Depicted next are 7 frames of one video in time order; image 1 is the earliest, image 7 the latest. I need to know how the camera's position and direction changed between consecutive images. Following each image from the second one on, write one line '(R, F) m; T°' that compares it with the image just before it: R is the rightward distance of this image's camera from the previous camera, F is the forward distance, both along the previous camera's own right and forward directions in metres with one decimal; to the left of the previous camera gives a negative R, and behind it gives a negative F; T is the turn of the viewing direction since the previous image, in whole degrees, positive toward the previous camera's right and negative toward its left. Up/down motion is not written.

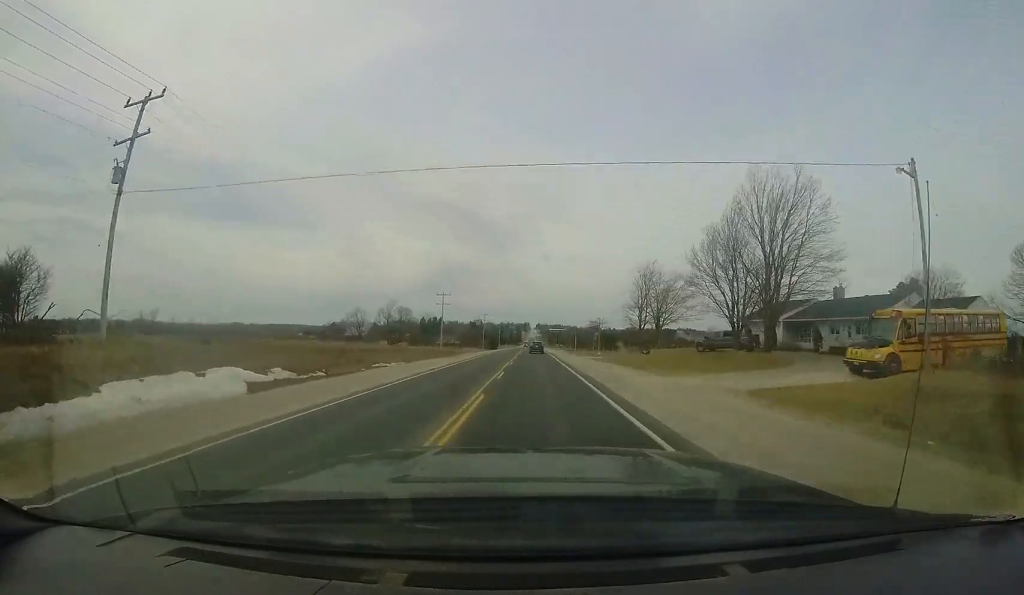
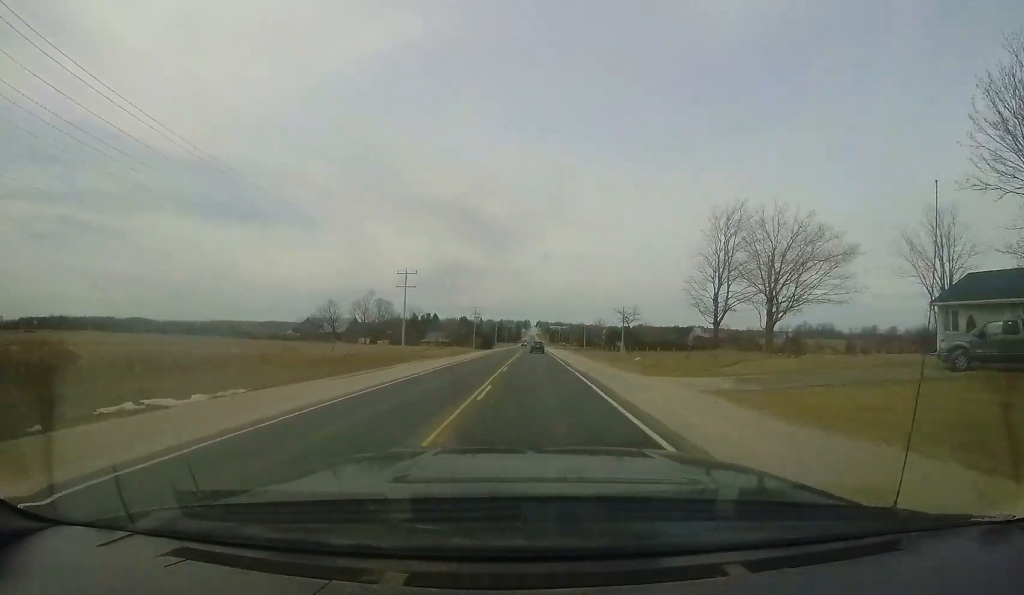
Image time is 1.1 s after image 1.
(-0.2, +23.9) m; 0°
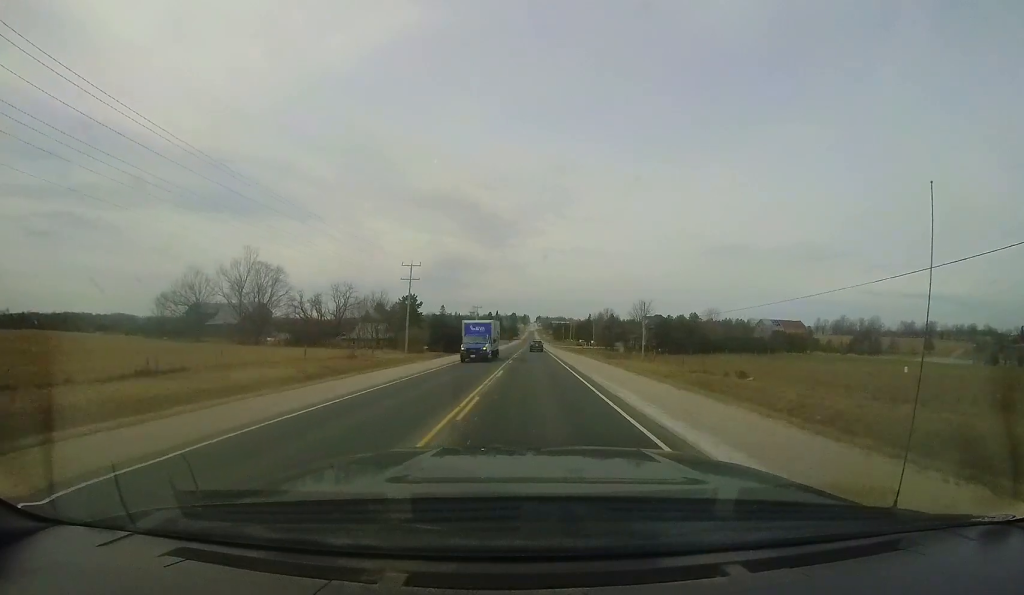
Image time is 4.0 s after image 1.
(-0.6, +65.6) m; 0°
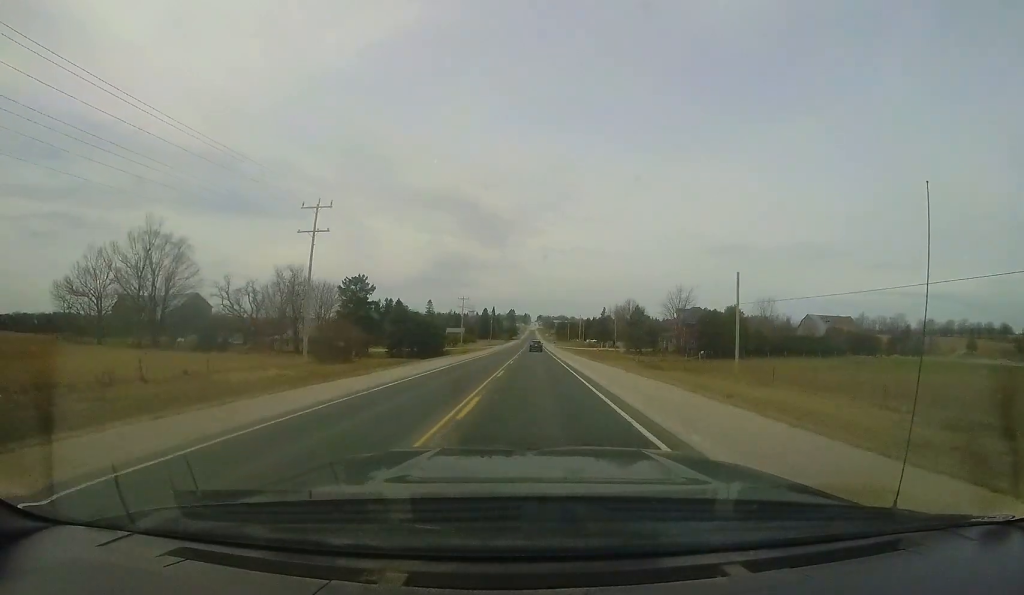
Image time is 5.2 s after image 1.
(+0.6, +26.7) m; 0°
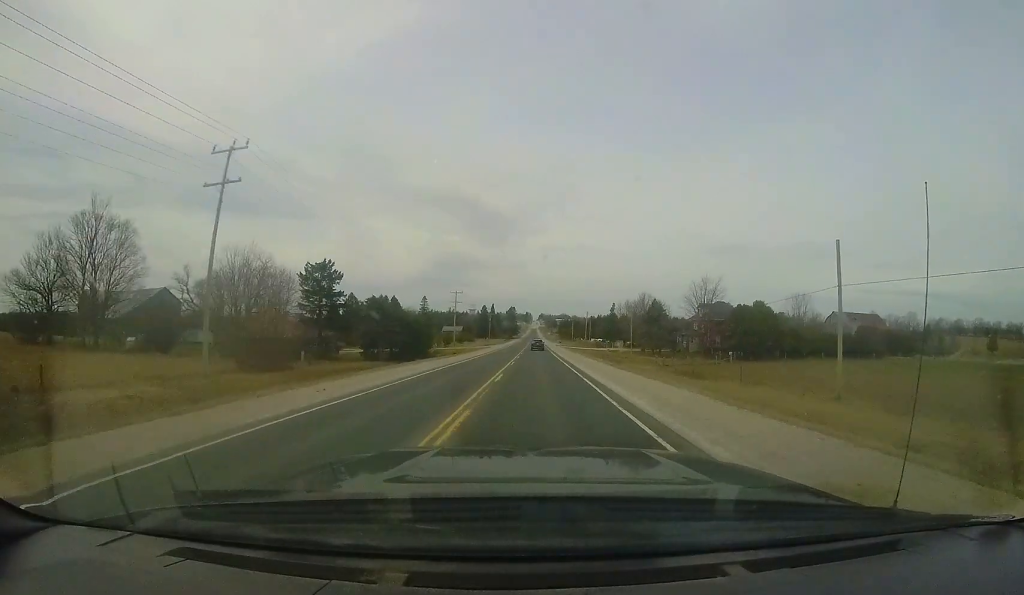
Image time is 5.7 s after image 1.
(-0.2, +11.2) m; -1°
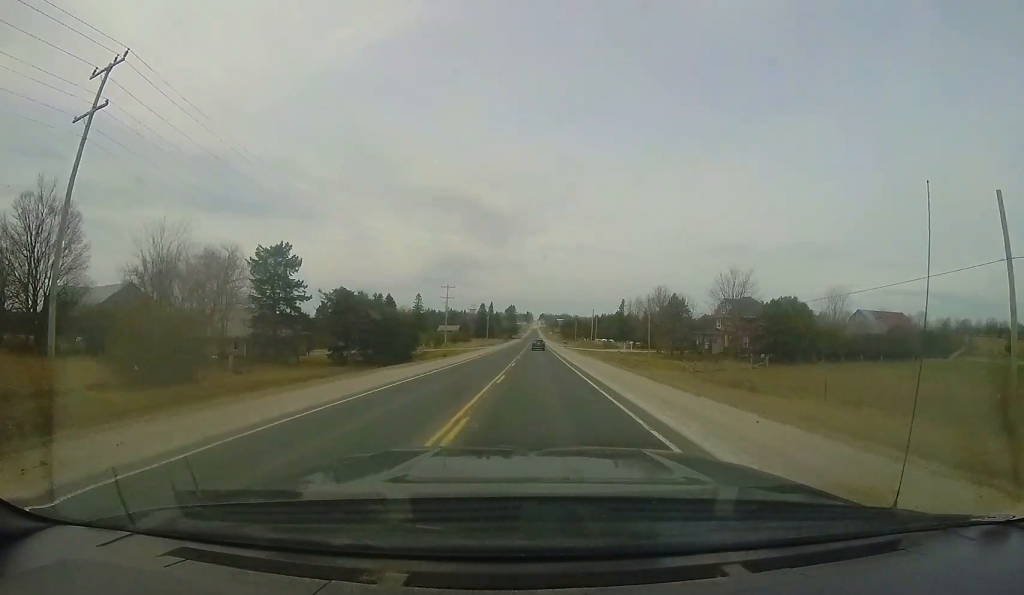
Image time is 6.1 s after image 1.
(-0.1, +9.7) m; 0°
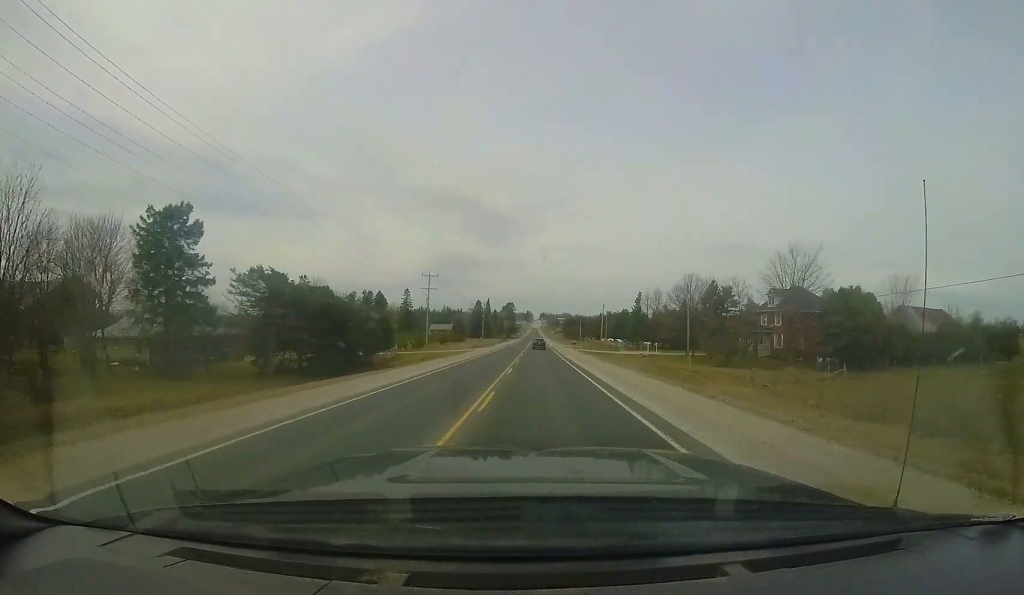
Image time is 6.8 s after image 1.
(0.0, +14.2) m; 0°
